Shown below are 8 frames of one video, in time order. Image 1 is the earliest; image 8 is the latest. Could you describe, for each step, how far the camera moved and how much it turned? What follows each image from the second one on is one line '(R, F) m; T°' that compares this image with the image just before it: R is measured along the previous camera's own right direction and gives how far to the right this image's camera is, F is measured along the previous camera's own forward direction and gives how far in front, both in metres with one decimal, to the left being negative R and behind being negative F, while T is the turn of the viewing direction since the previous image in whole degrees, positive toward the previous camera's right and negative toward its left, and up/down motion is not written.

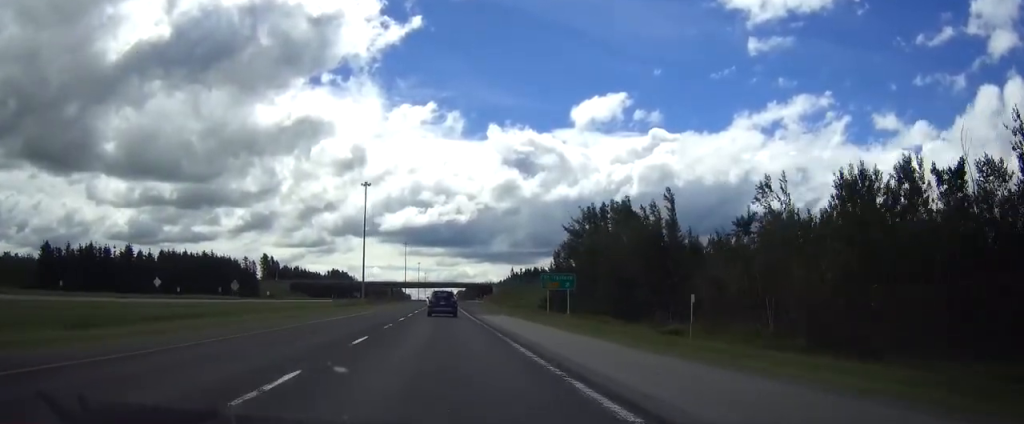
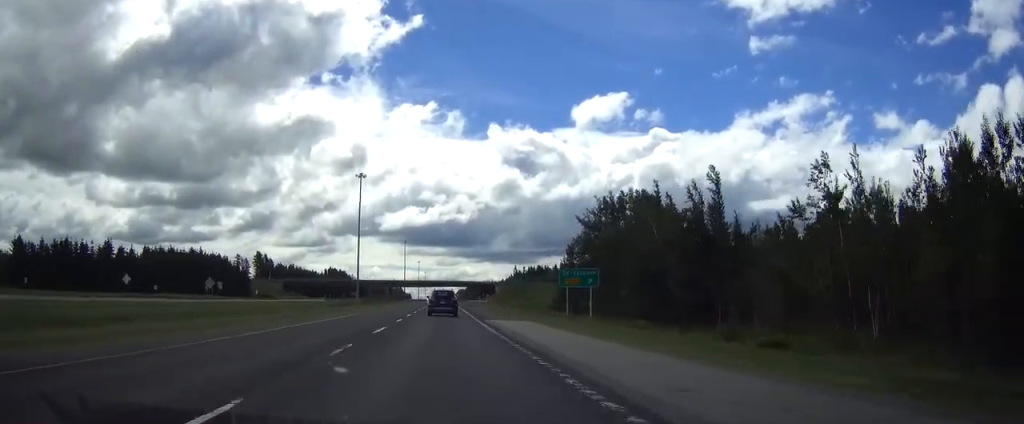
(+0.1, +12.0) m; 0°
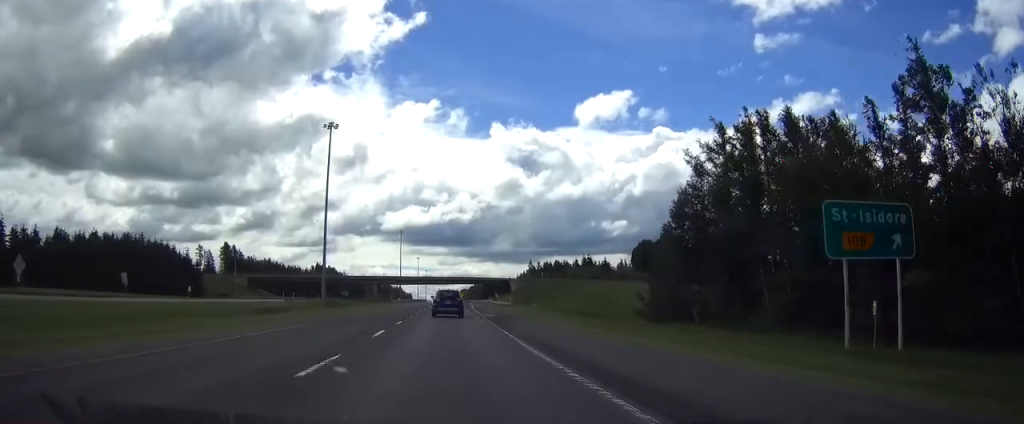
(-0.3, +48.3) m; 0°
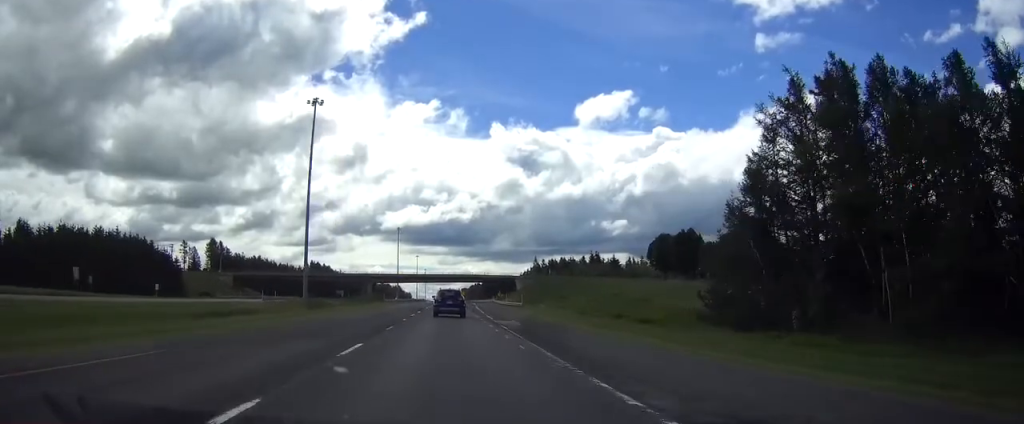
(+0.1, +15.1) m; 0°
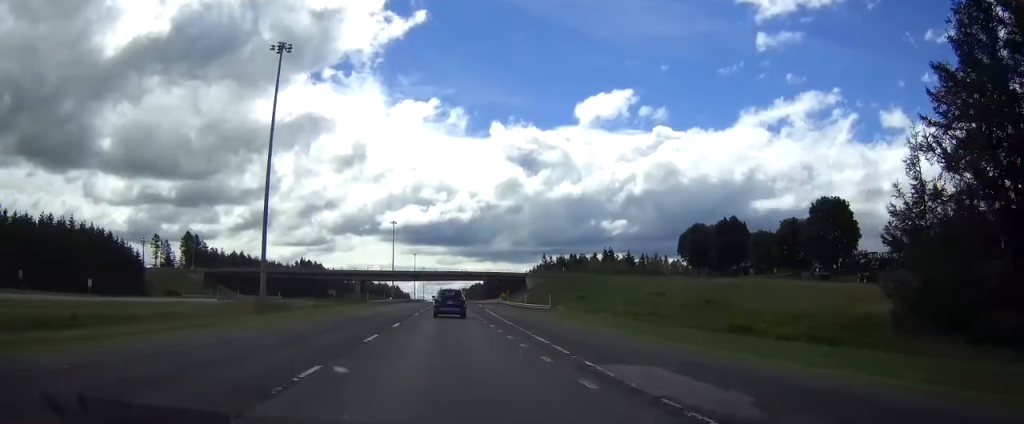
(0.0, +23.2) m; 0°
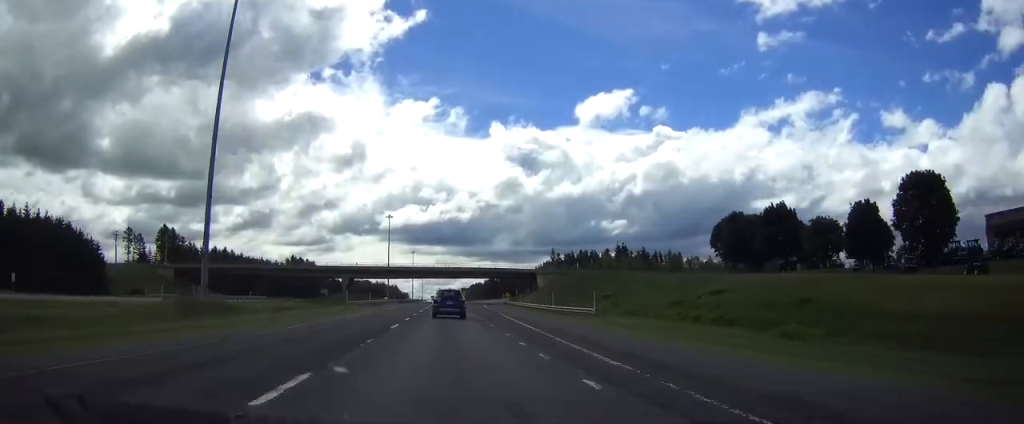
(0.0, +19.2) m; 0°
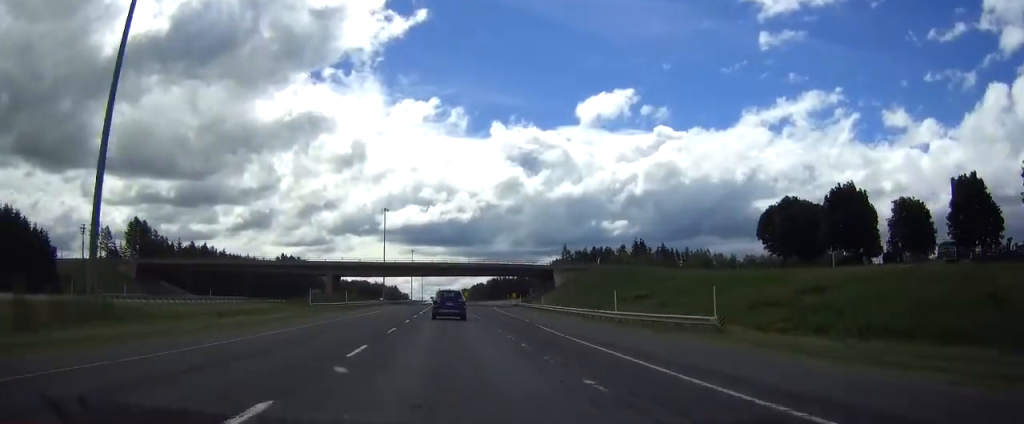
(+0.1, +20.3) m; 0°
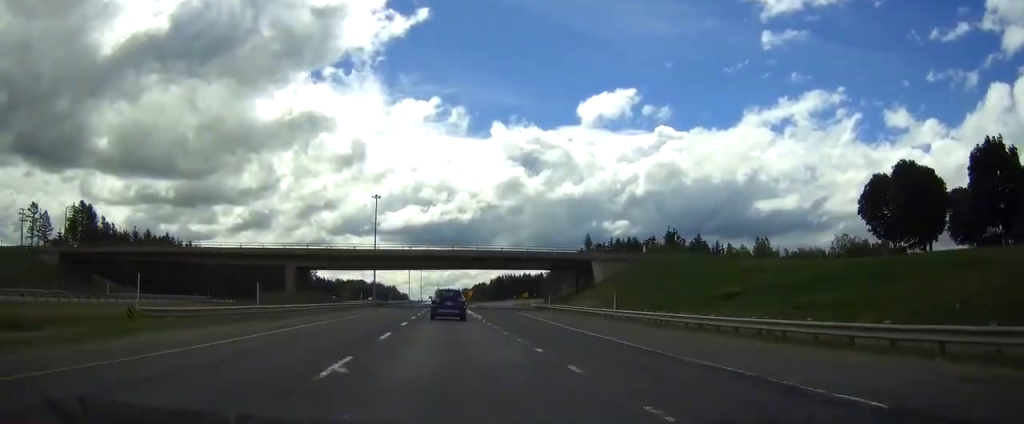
(-0.1, +30.5) m; 0°
